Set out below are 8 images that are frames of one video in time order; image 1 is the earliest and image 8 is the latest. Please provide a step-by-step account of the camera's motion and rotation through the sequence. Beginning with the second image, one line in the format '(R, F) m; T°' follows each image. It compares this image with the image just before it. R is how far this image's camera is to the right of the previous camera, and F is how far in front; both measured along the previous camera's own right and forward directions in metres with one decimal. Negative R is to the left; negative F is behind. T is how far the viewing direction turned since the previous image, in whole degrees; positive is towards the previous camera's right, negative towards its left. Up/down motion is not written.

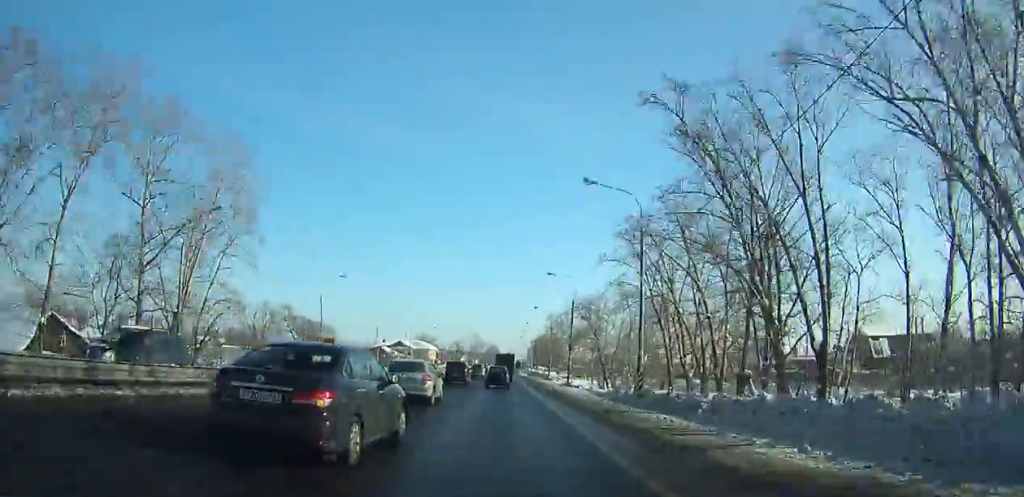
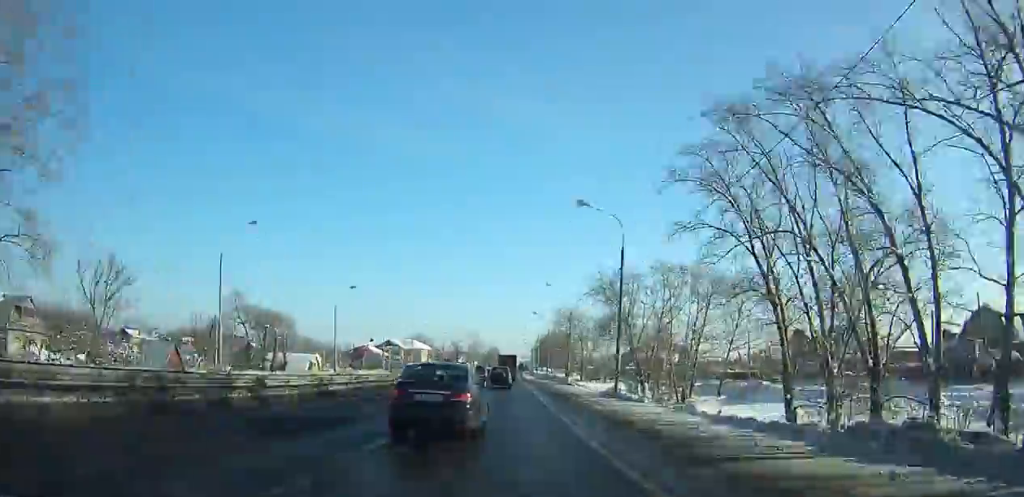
(0.0, +24.8) m; 0°
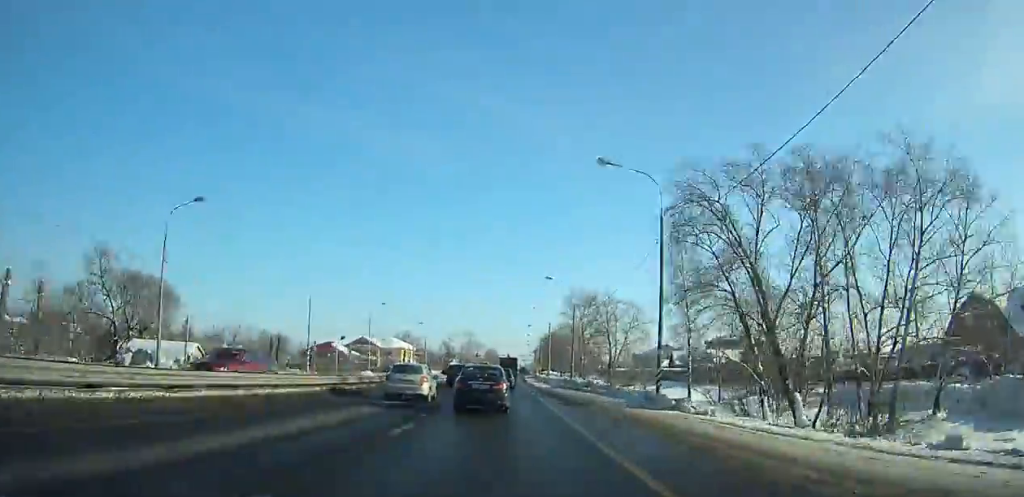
(0.0, +39.1) m; 0°
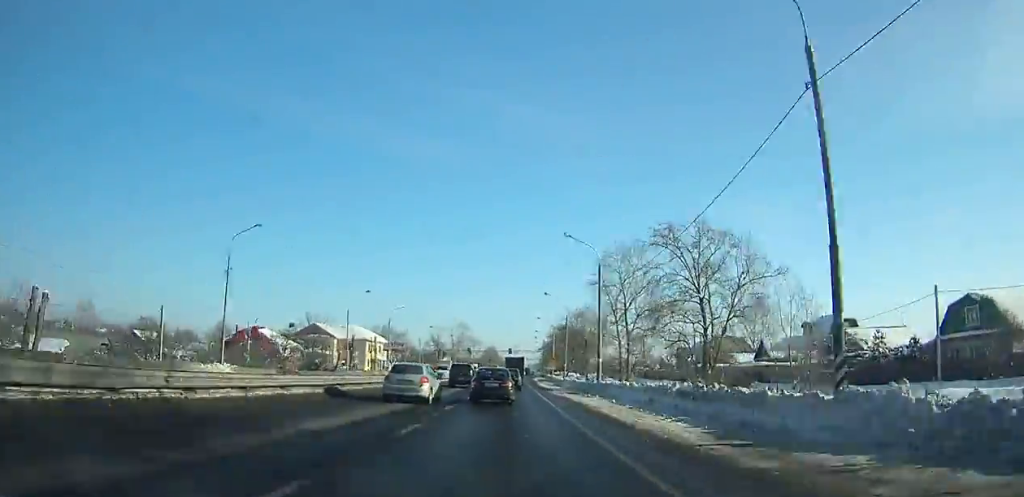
(-0.1, +46.2) m; 0°
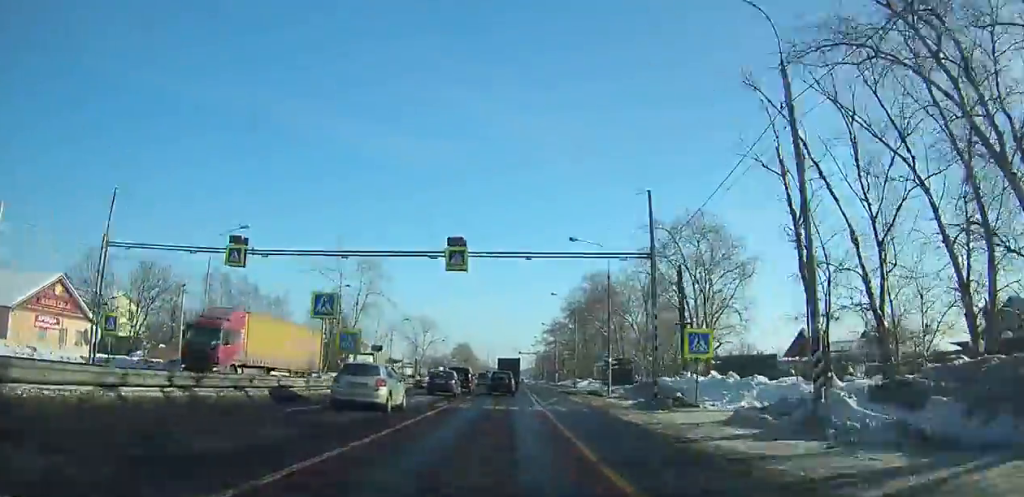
(+2.7, +138.3) m; +2°
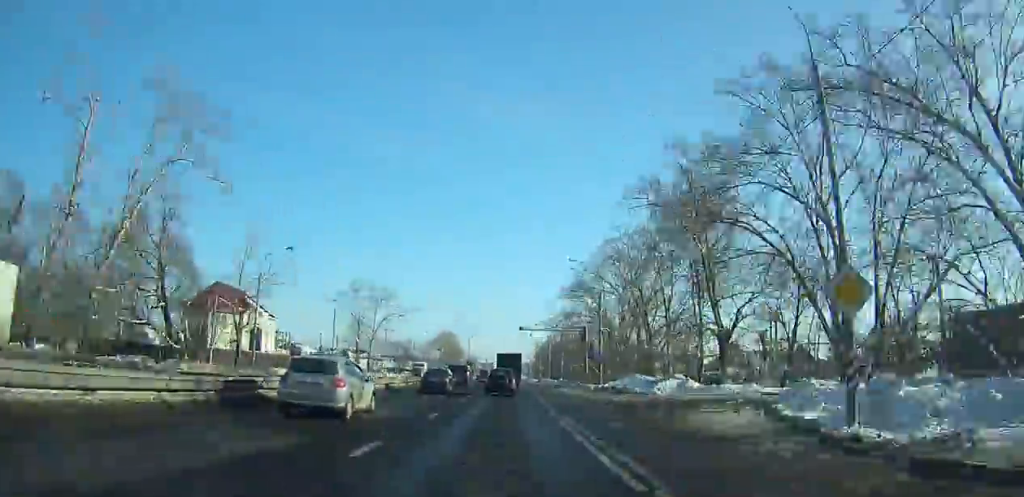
(+0.4, +56.9) m; +1°
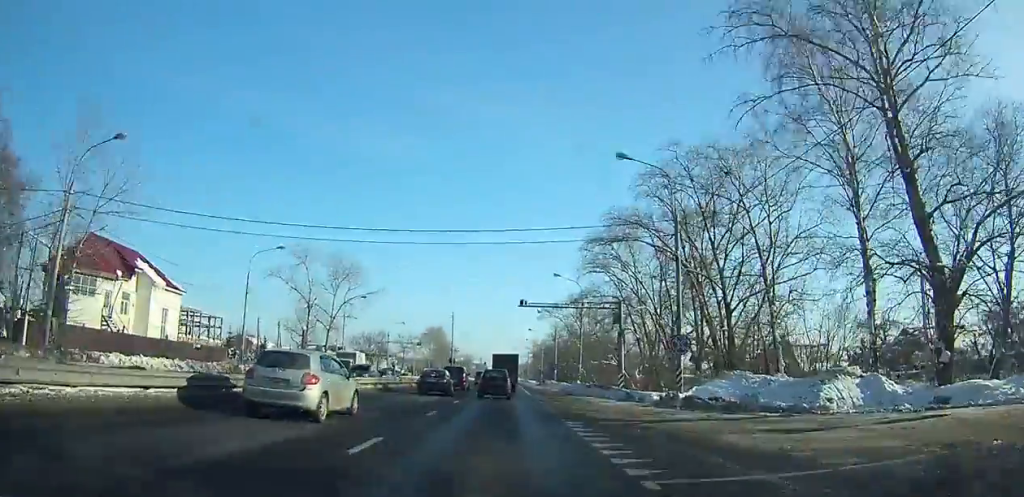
(+0.2, +22.4) m; 0°
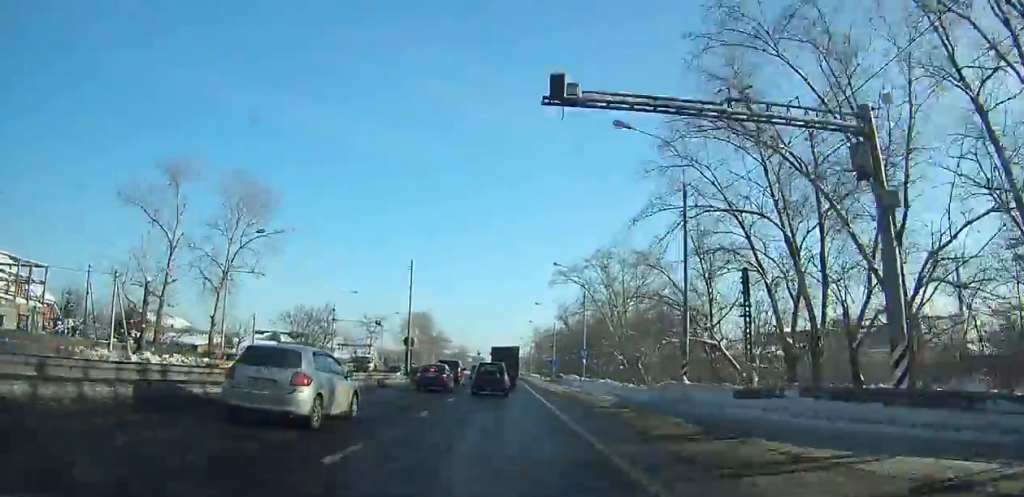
(+0.1, +30.0) m; 0°
